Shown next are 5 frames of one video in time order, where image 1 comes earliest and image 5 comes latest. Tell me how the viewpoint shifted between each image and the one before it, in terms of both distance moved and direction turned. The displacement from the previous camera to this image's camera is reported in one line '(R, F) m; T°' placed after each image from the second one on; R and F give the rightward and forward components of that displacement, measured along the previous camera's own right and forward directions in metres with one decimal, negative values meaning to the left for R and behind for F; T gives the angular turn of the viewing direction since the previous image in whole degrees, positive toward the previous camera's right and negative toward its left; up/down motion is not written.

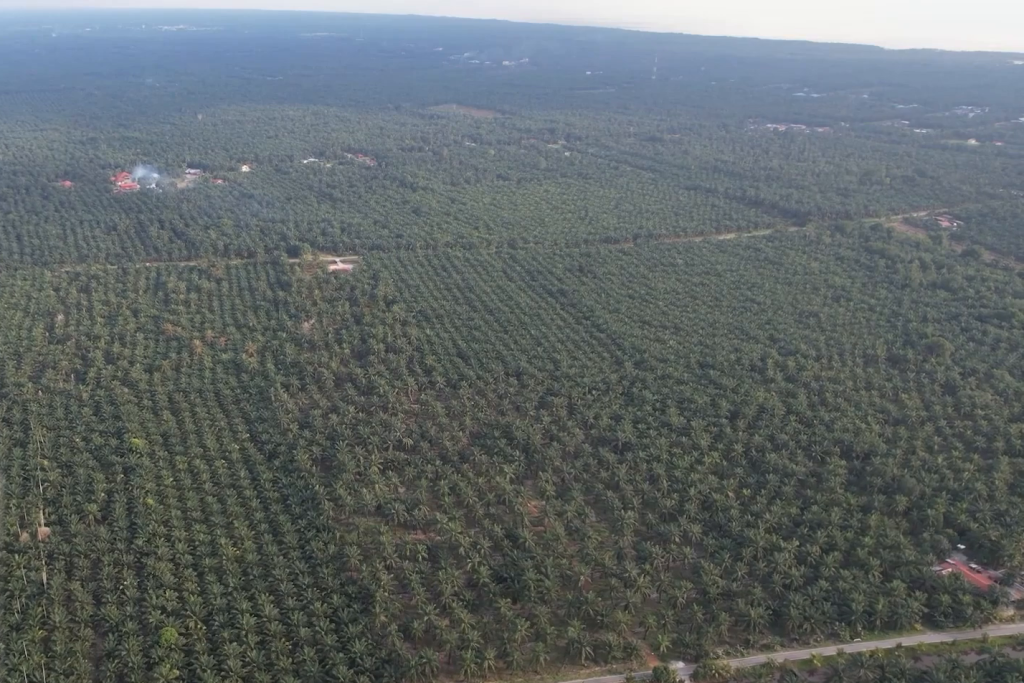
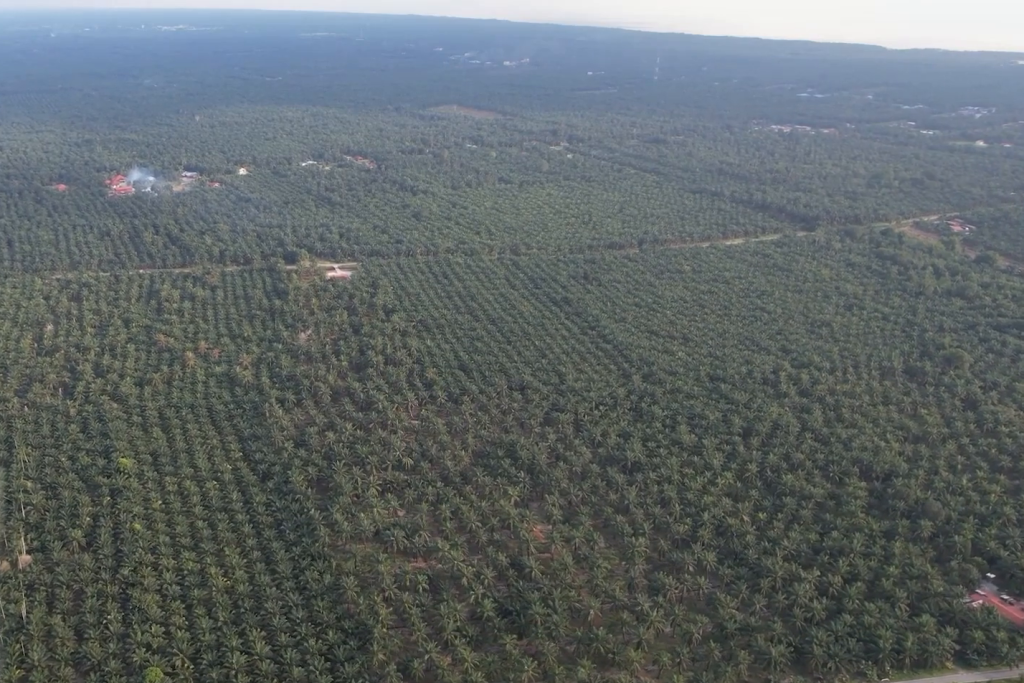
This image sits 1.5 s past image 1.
(0.0, +20.3) m; 0°
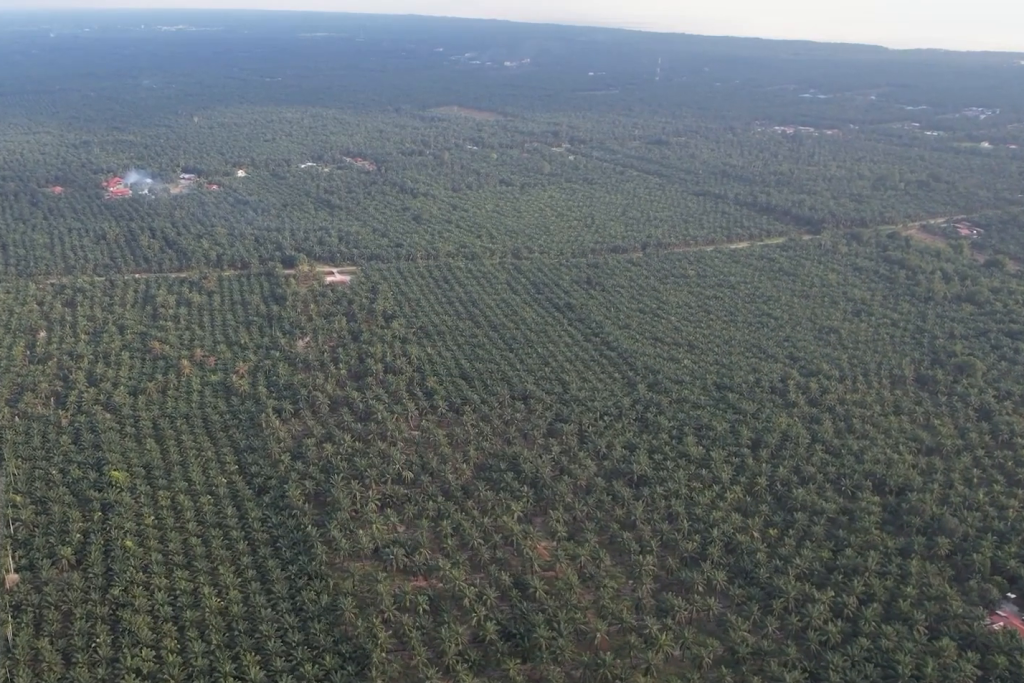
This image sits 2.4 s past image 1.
(0.0, +12.8) m; 0°
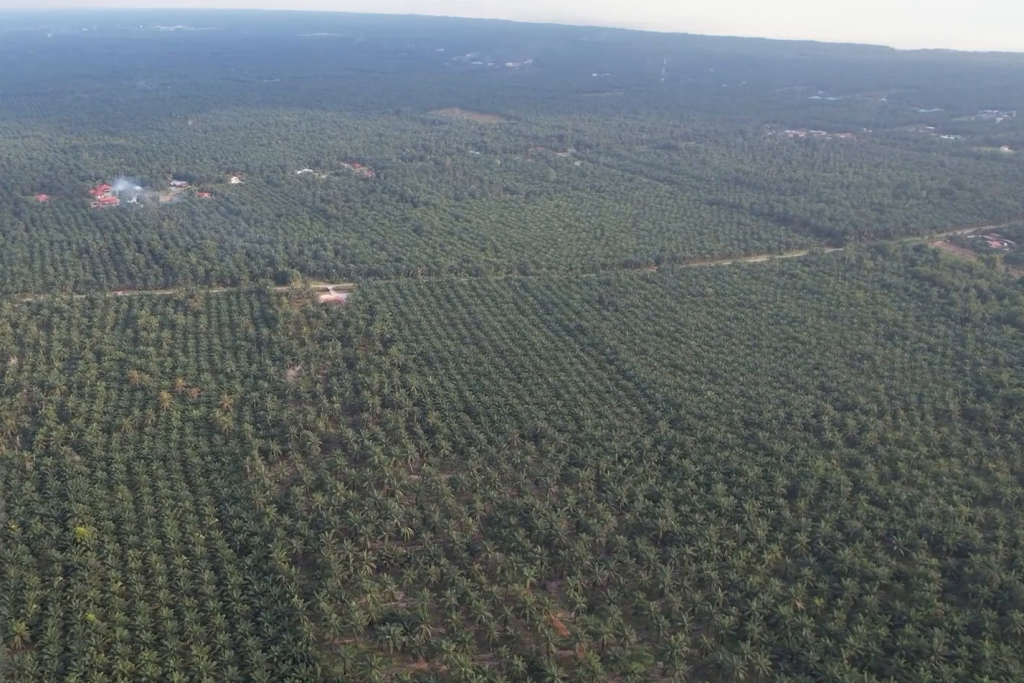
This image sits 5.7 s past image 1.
(+0.1, +46.7) m; 0°
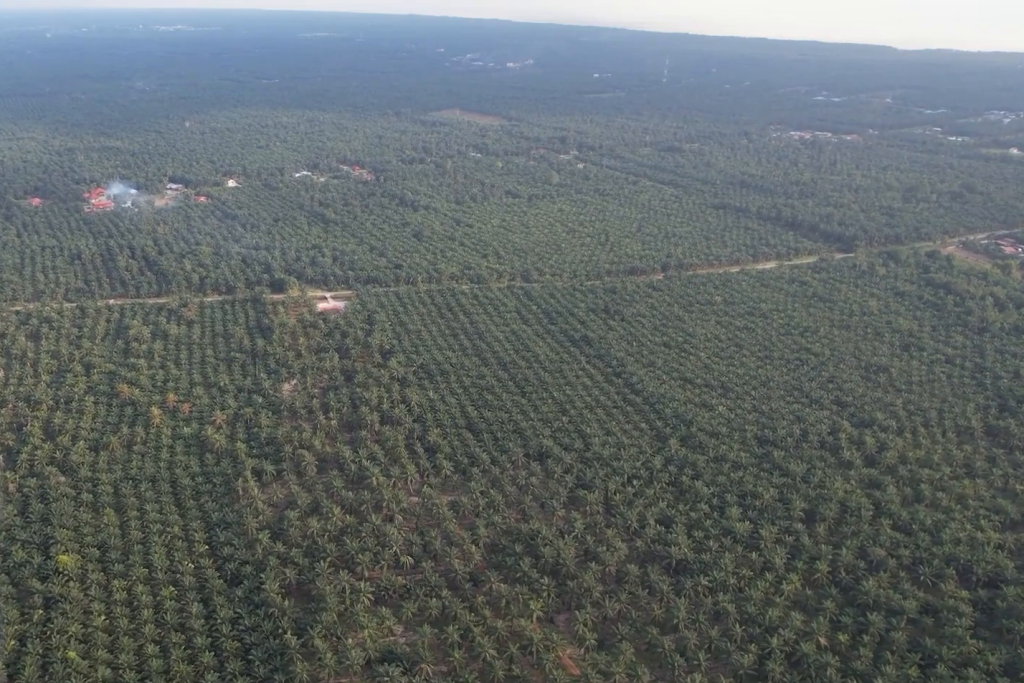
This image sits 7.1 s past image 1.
(0.0, +20.1) m; 0°
